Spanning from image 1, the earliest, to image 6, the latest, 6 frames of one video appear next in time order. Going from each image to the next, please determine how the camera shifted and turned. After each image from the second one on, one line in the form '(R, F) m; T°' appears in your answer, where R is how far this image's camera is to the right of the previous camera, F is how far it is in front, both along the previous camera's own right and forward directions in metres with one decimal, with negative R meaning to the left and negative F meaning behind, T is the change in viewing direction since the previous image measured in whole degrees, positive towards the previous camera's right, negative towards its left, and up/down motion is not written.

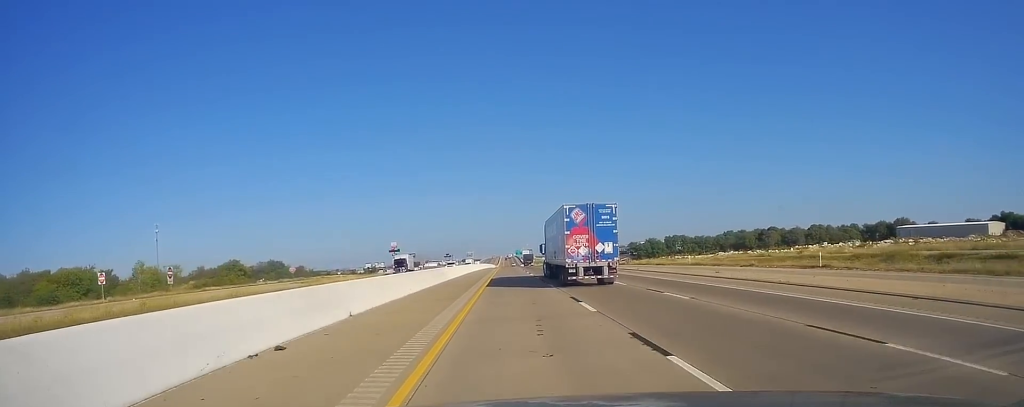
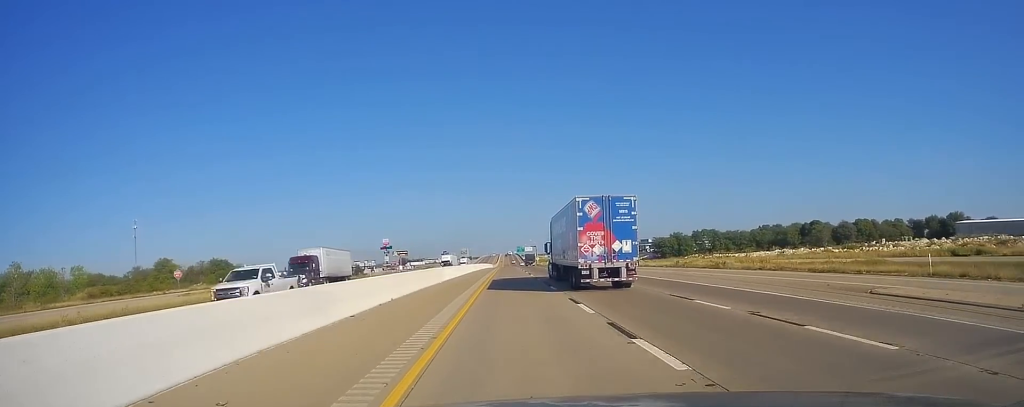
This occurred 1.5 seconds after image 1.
(+0.6, +47.0) m; 0°
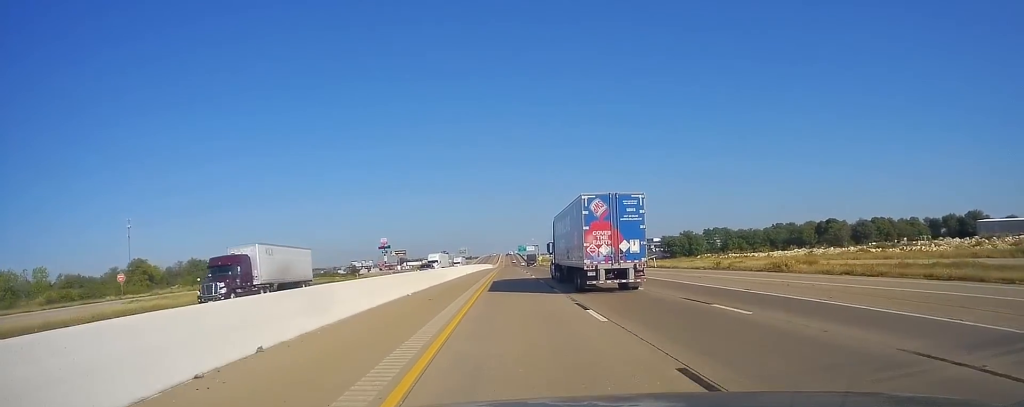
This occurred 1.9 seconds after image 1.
(+0.2, +14.0) m; -1°
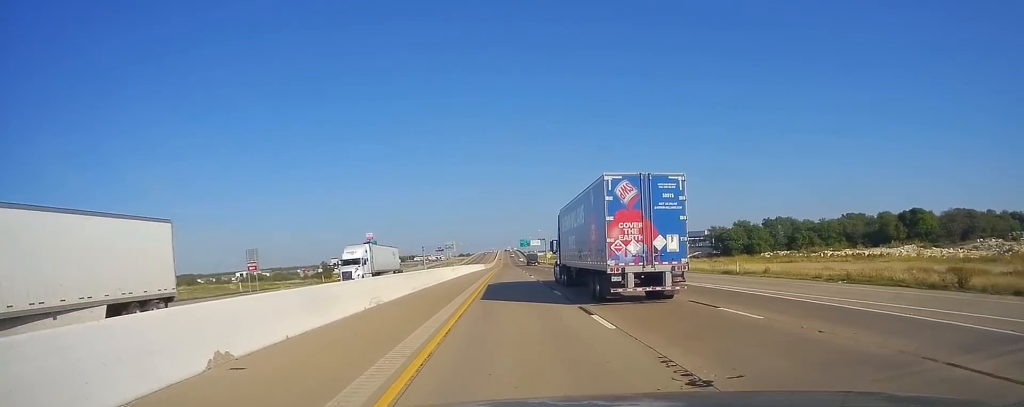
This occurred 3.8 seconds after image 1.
(-0.5, +61.5) m; 0°
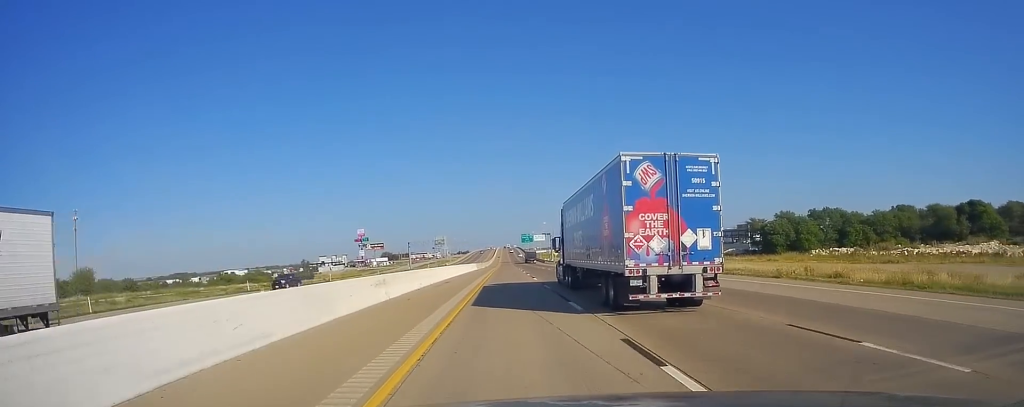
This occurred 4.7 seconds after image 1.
(-0.3, +31.5) m; +1°
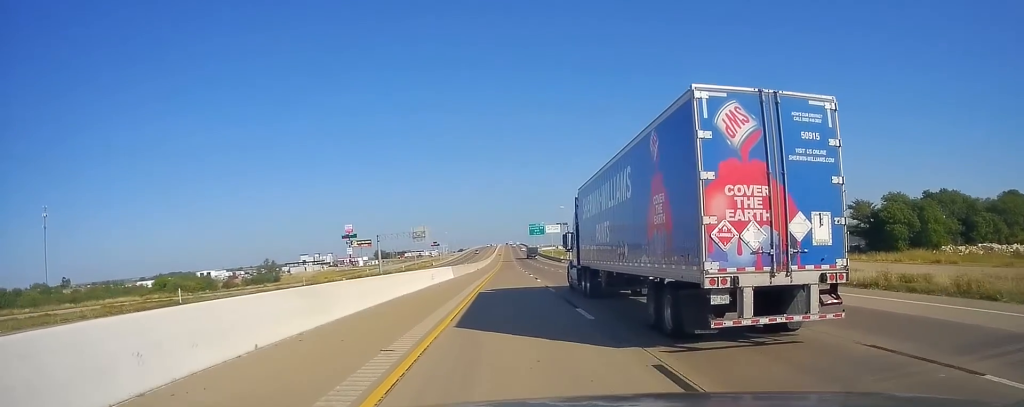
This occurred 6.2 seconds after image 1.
(+0.7, +50.5) m; 0°
